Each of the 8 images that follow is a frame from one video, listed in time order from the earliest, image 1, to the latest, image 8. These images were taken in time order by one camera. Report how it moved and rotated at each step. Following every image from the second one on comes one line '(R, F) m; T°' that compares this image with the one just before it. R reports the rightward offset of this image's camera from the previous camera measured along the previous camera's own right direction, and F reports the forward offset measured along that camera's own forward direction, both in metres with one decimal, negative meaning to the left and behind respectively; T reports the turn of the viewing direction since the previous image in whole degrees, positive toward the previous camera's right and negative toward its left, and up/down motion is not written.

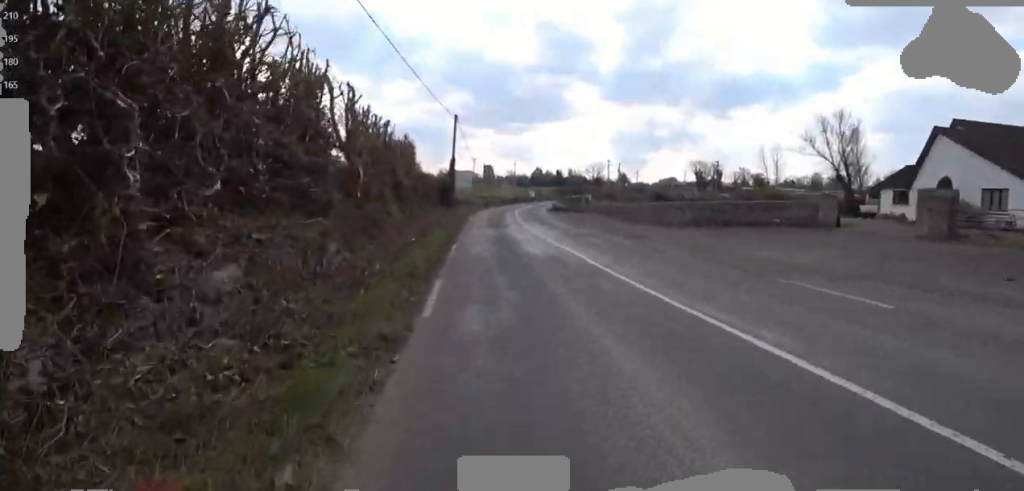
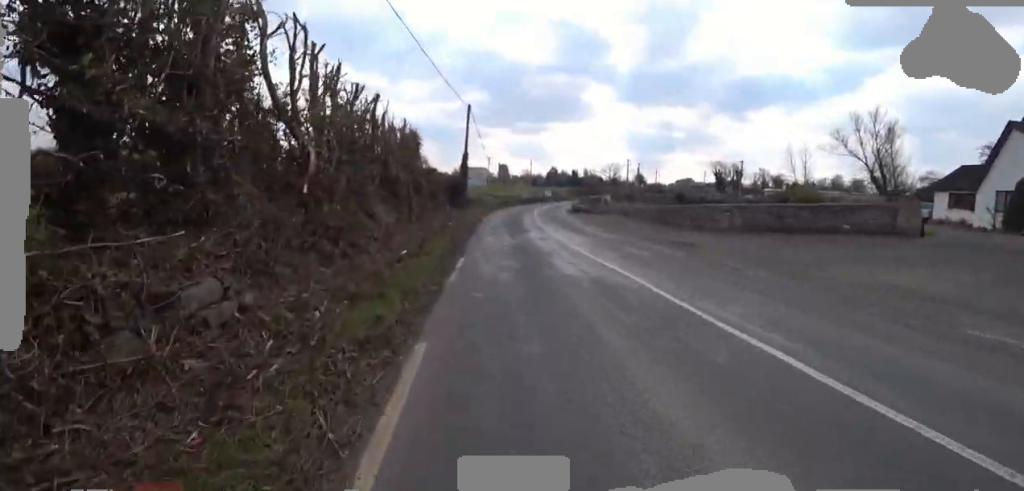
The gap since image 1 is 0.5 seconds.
(+0.4, +2.2) m; +4°
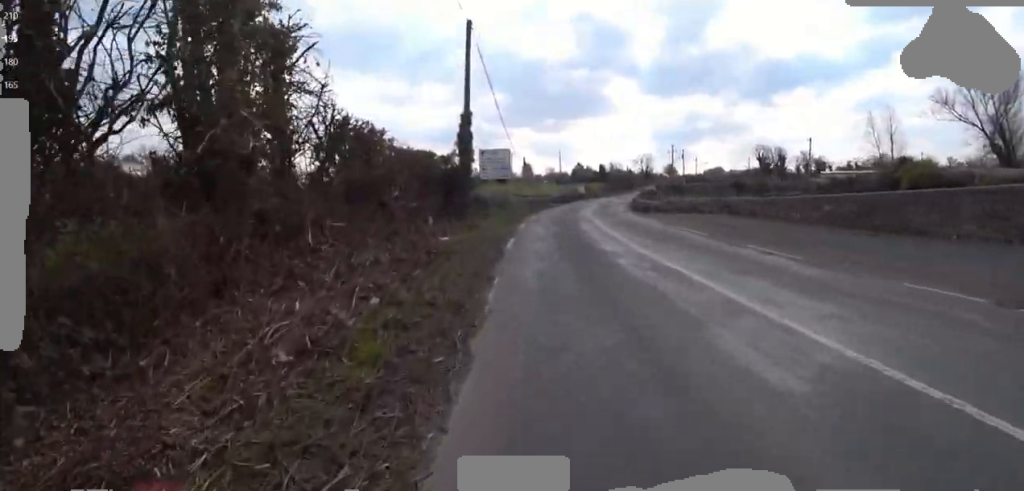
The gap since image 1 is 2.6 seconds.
(-1.5, +12.7) m; -7°
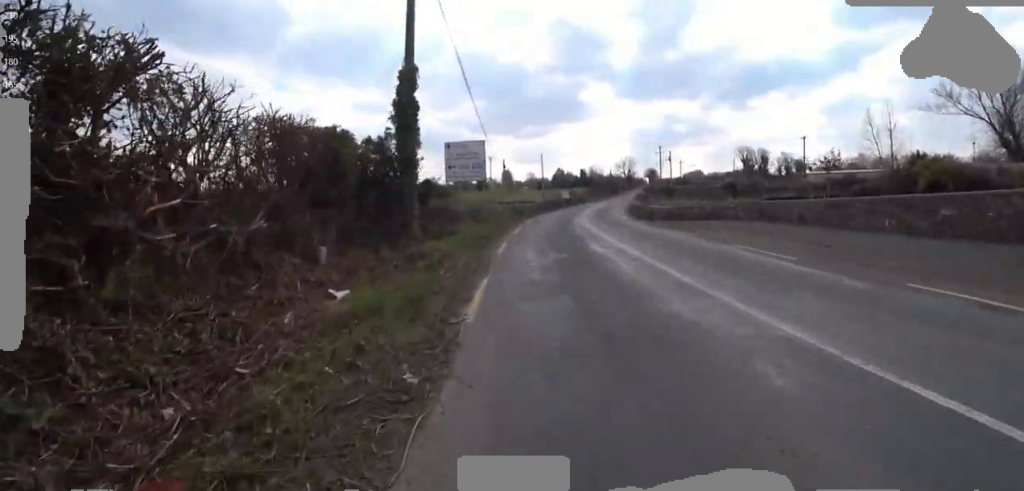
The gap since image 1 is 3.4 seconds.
(+0.3, +5.2) m; +6°
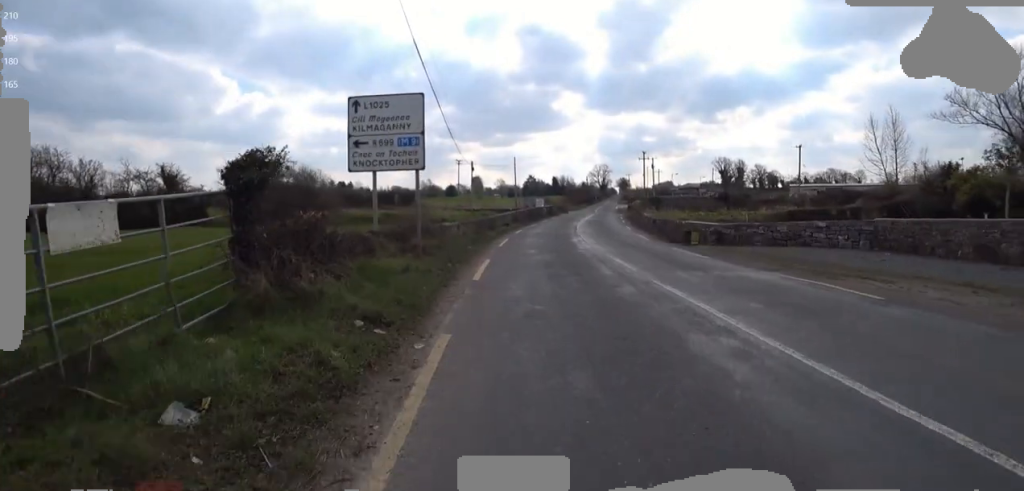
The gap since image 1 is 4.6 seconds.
(+0.6, +7.4) m; +7°
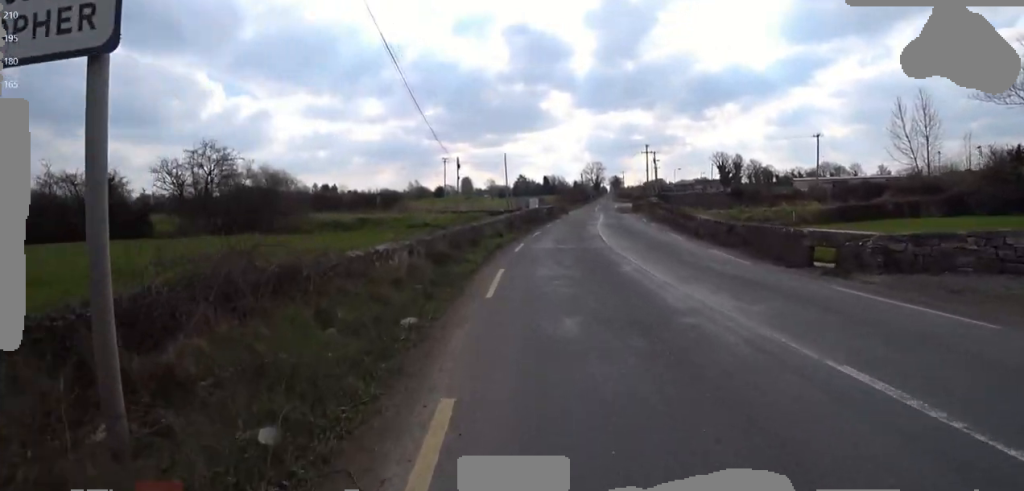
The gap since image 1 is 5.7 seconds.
(+0.1, +6.5) m; -6°
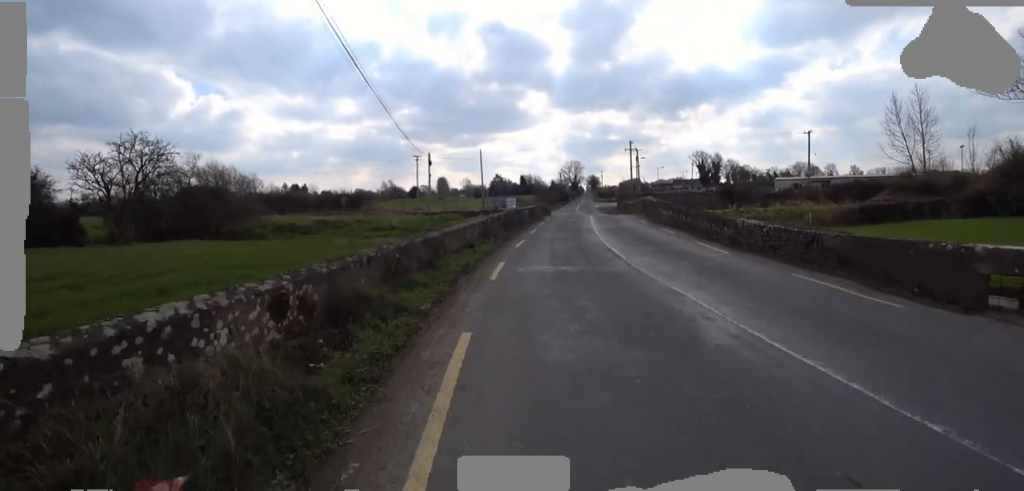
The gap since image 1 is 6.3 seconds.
(-0.5, +3.8) m; 0°
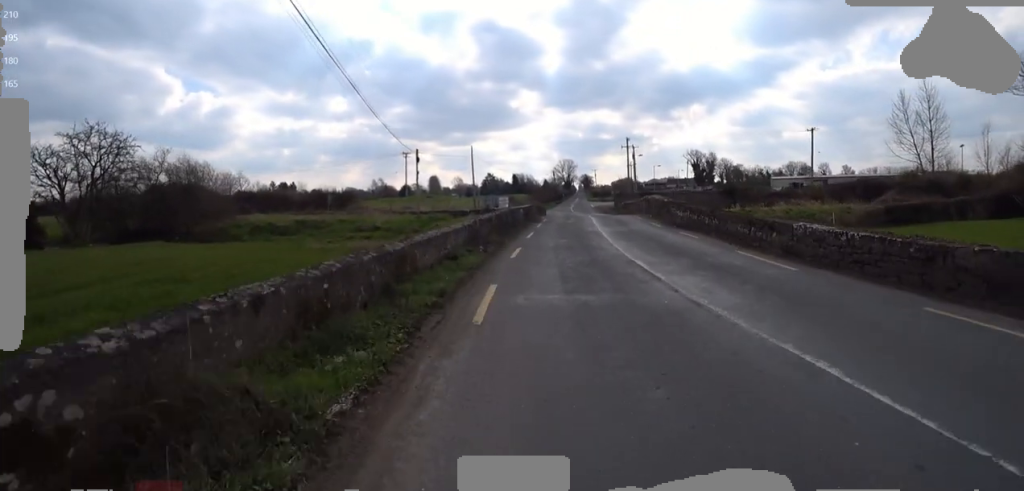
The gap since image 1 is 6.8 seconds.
(-0.1, +2.4) m; +2°
